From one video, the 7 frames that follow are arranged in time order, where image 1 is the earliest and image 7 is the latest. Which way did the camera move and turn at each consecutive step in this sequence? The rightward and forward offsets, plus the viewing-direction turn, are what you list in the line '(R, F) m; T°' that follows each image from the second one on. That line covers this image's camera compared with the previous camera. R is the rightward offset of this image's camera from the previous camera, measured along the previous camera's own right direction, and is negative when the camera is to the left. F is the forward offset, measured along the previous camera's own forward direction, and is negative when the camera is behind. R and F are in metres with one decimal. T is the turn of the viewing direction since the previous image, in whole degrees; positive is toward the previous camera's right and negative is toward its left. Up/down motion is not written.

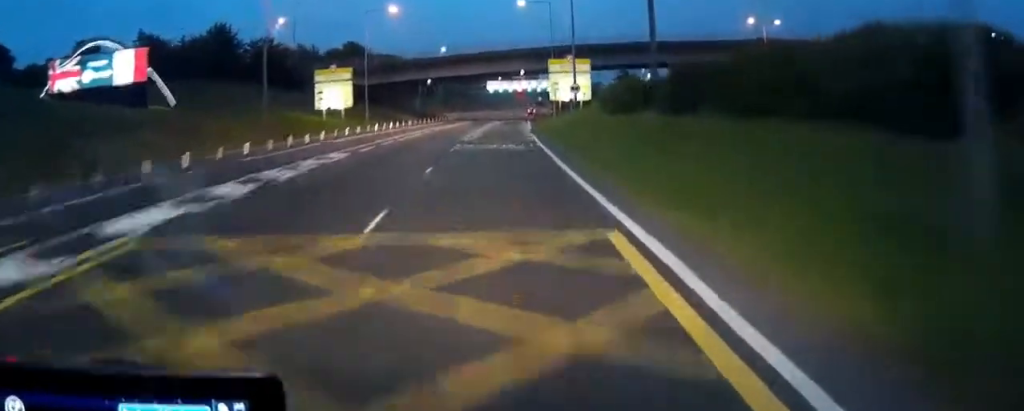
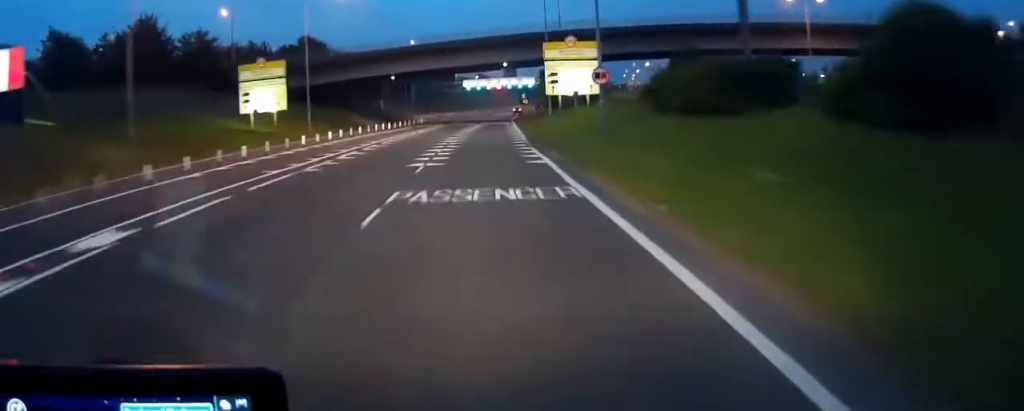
(0.0, +17.2) m; 0°
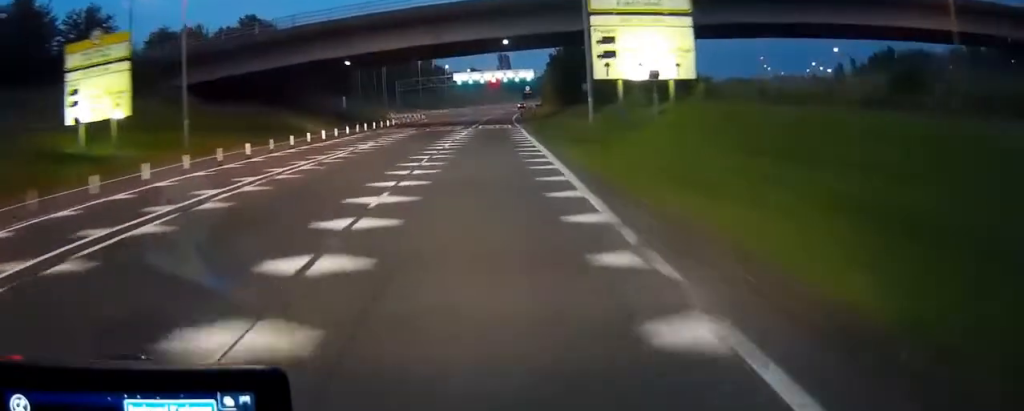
(+0.2, +24.5) m; +1°
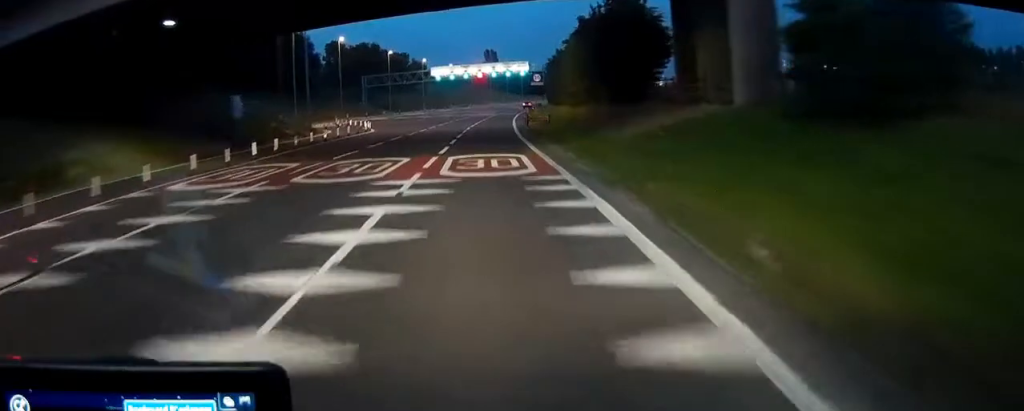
(+0.4, +32.0) m; +1°
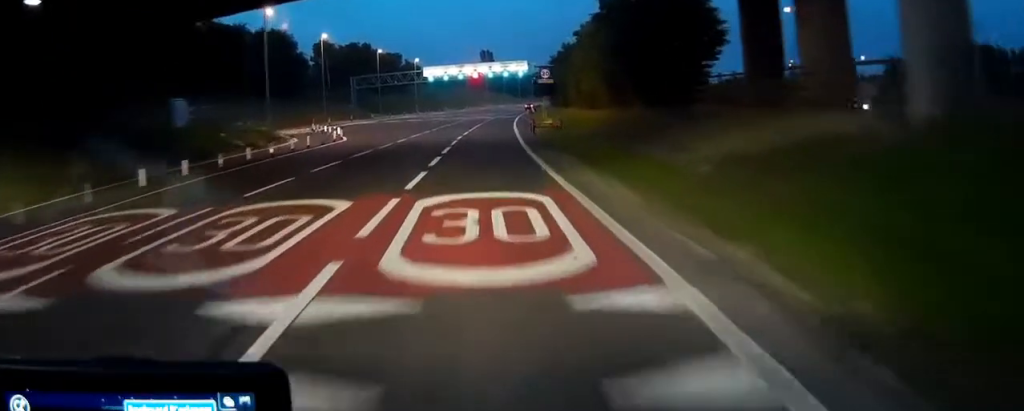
(0.0, +9.4) m; +1°
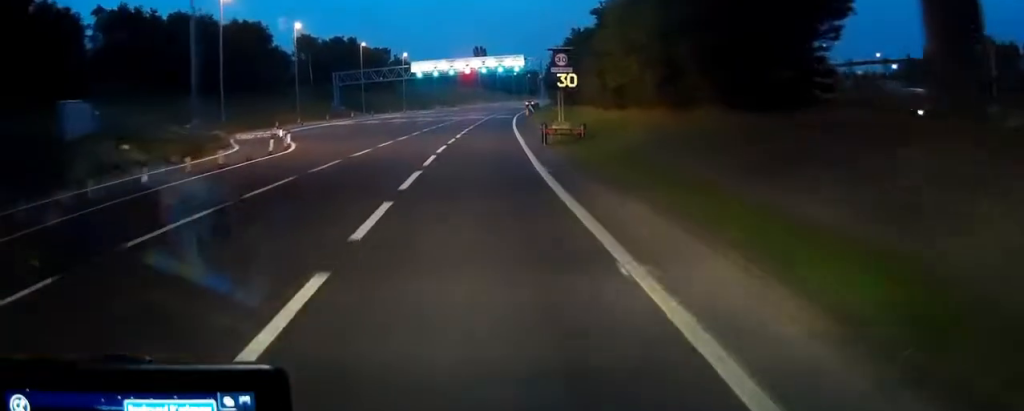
(+0.1, +11.9) m; +1°
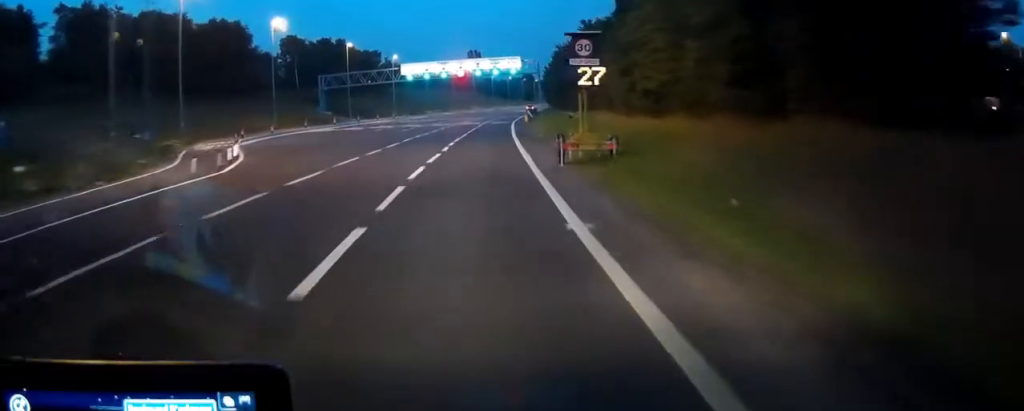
(+0.2, +8.3) m; +1°
